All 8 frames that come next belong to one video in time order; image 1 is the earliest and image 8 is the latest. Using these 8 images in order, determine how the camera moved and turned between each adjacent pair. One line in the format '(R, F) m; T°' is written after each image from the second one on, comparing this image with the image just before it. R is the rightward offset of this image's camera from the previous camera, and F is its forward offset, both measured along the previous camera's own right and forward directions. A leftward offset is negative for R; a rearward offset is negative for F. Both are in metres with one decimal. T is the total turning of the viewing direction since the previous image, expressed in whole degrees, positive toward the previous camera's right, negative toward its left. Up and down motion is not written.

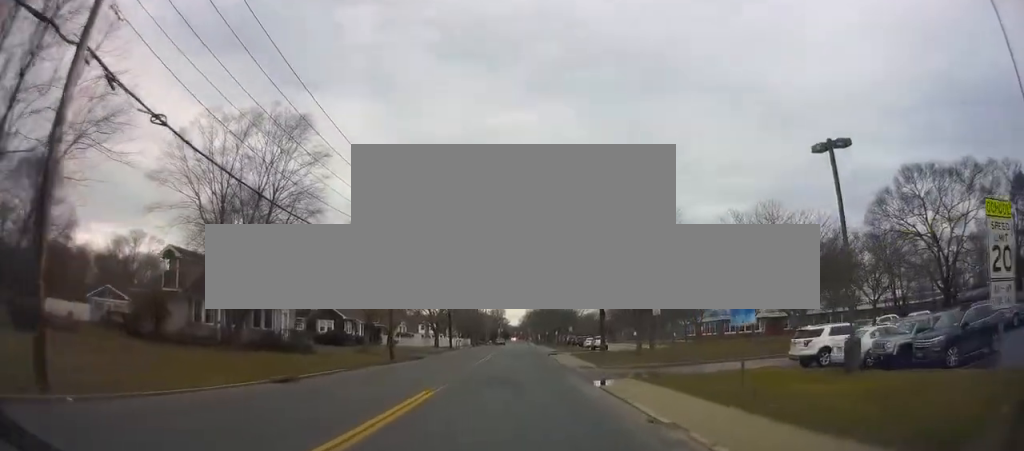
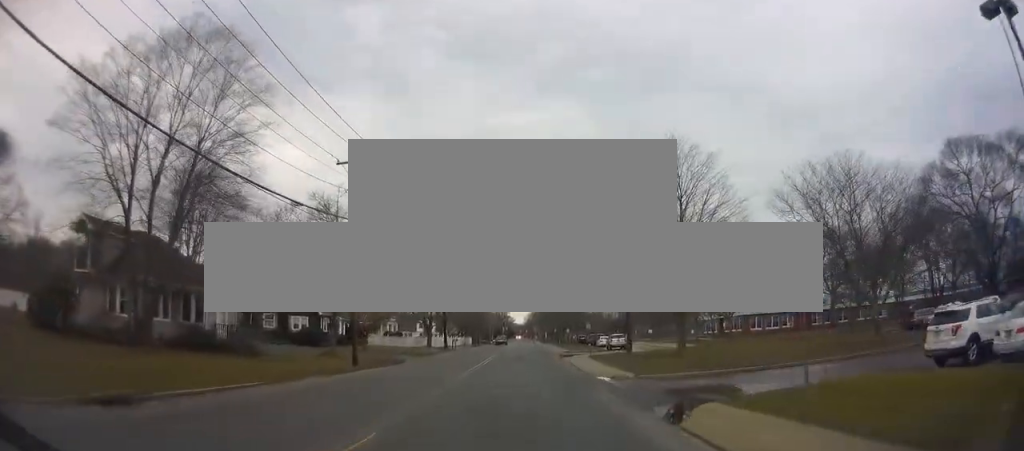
(+0.2, +10.4) m; +1°
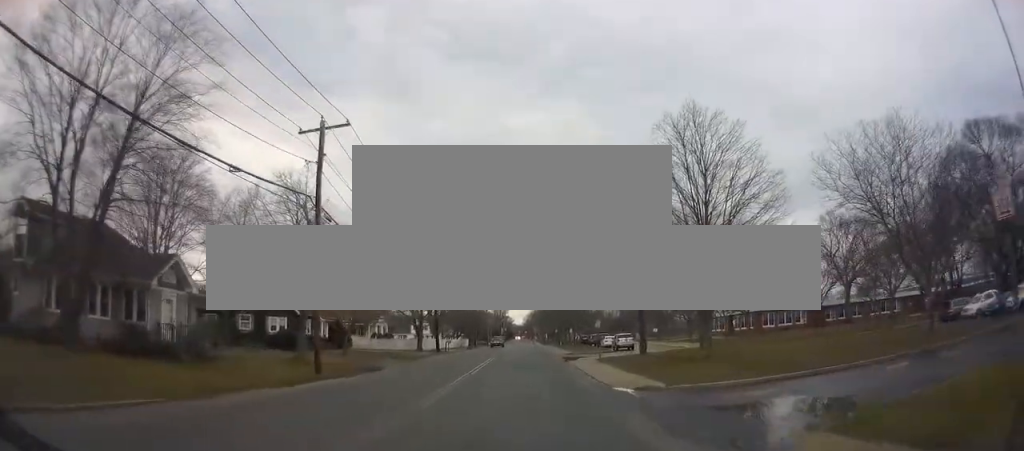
(0.0, +5.6) m; 0°
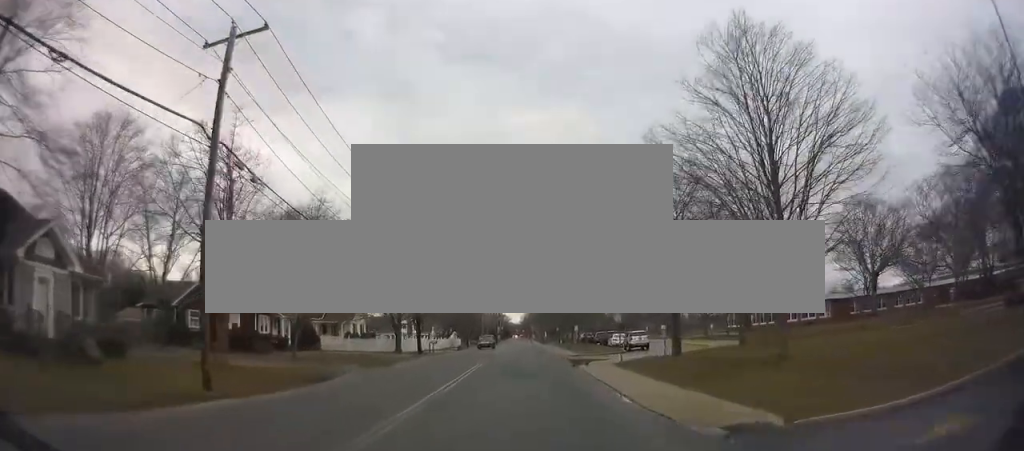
(0.0, +9.2) m; 0°
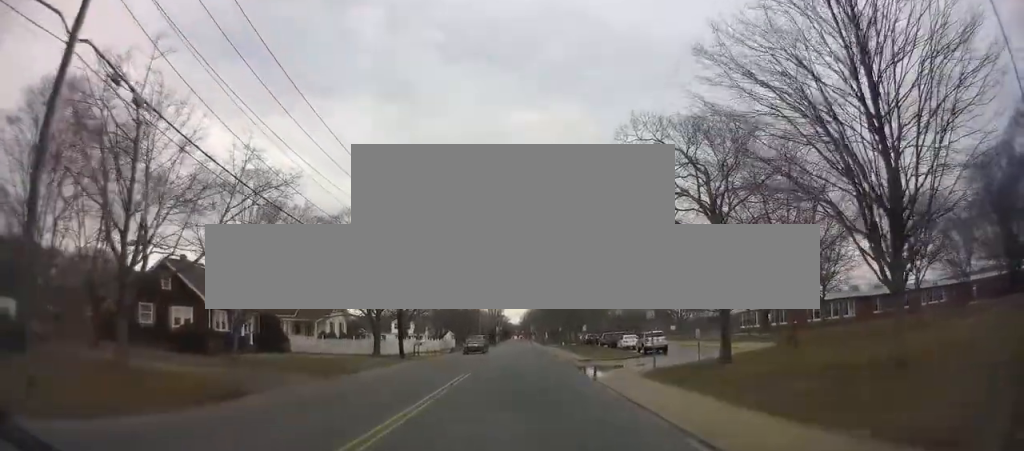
(0.0, +7.2) m; 0°
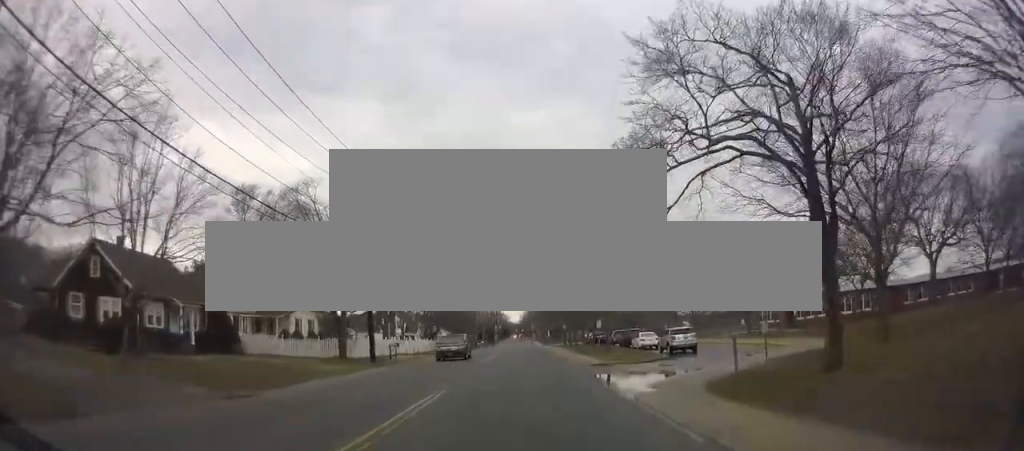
(0.0, +8.2) m; 0°
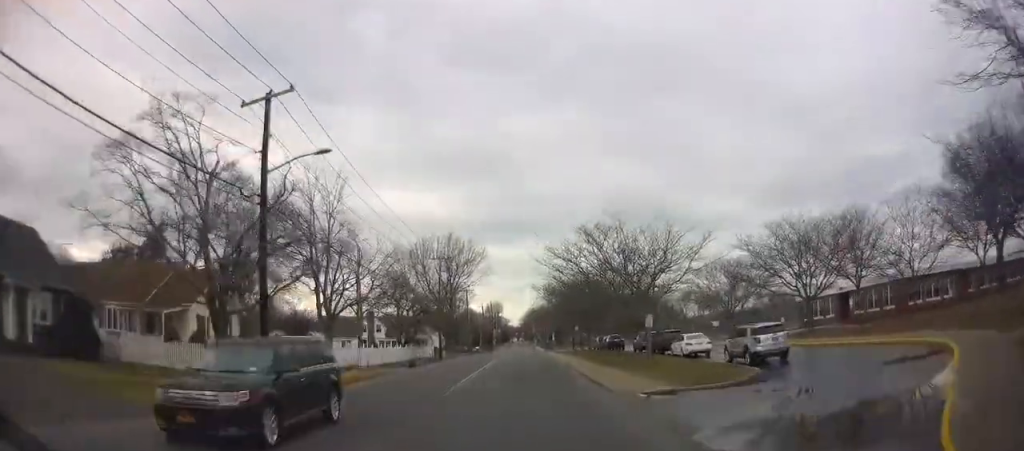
(+0.1, +14.5) m; +1°
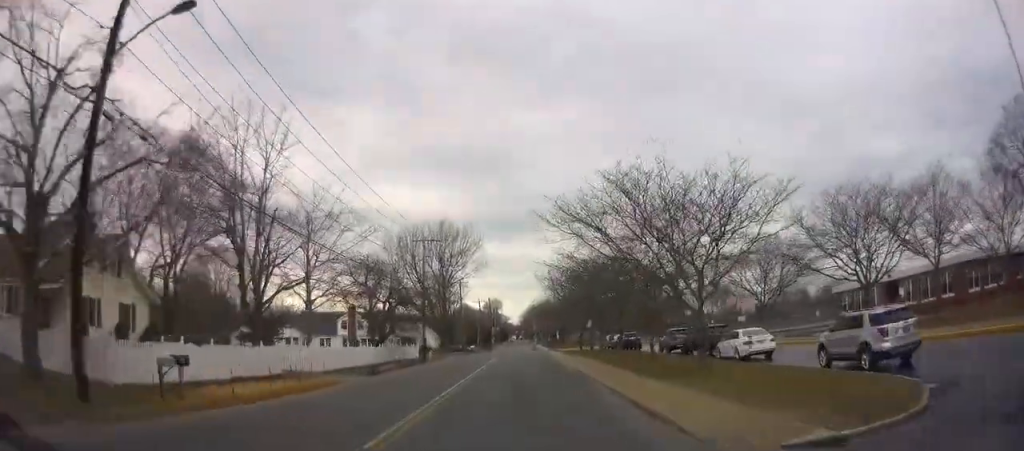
(0.0, +10.0) m; 0°
